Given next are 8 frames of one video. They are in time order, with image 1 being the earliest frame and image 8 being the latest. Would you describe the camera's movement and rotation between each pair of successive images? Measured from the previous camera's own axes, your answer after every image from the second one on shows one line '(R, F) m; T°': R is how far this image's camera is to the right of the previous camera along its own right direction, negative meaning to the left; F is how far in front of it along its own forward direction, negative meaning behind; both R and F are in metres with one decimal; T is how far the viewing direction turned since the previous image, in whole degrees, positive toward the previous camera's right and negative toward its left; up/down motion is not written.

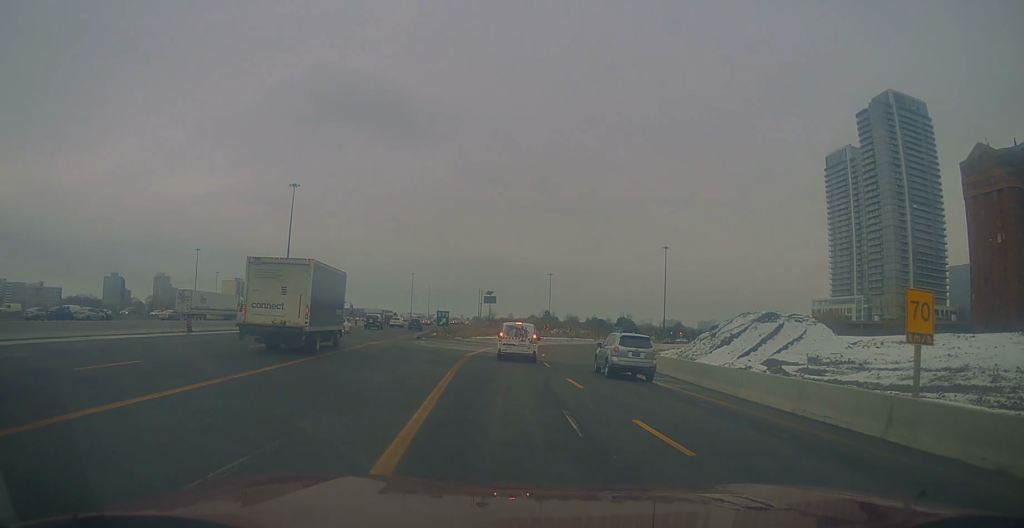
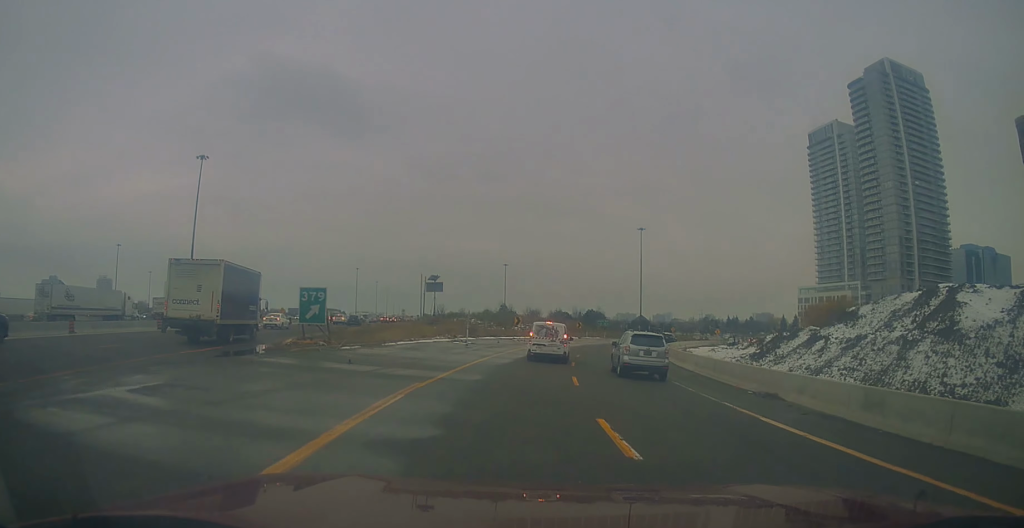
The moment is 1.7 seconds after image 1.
(+1.7, +30.6) m; +6°
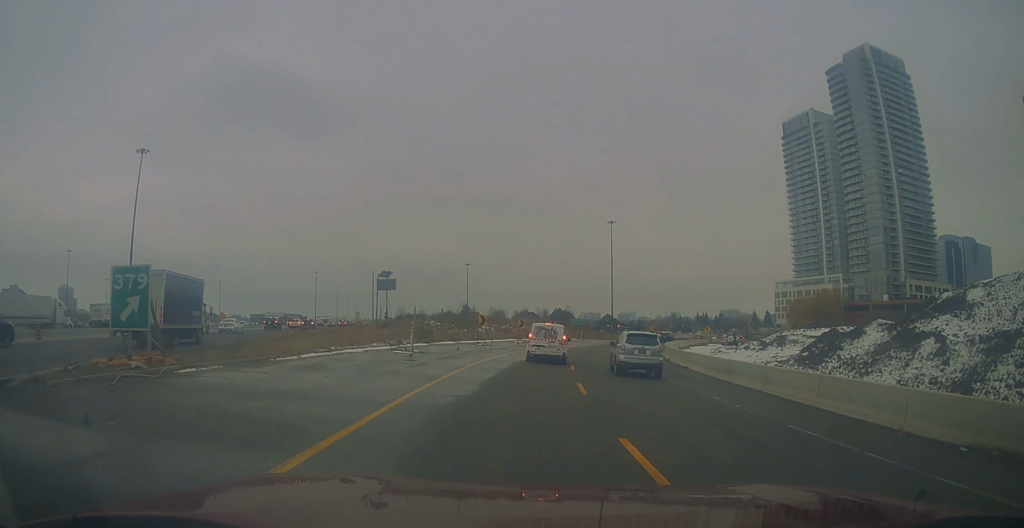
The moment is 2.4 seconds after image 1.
(+0.2, +11.6) m; +2°
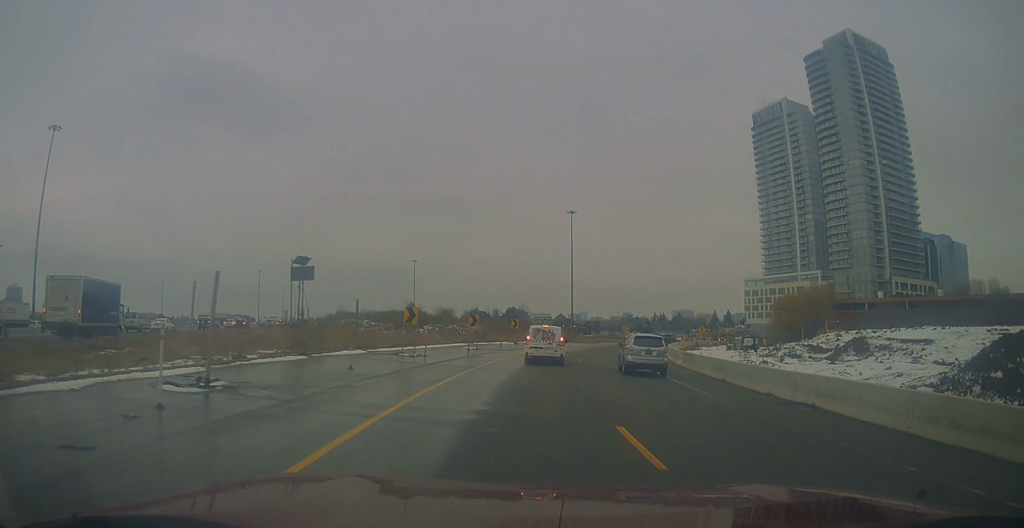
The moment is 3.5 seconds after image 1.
(+0.6, +17.3) m; +5°
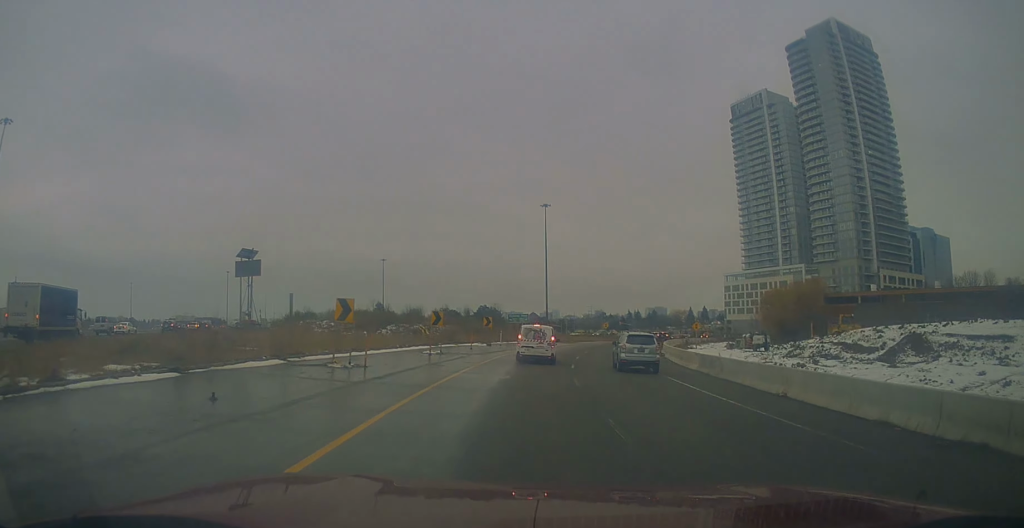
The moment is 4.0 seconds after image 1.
(+0.1, +7.6) m; +3°
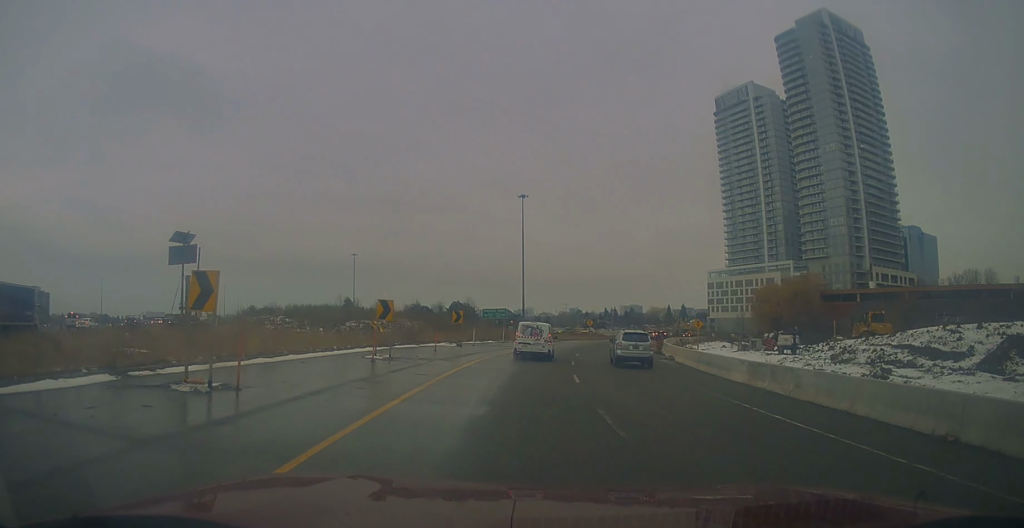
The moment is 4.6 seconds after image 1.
(+0.3, +8.5) m; +2°
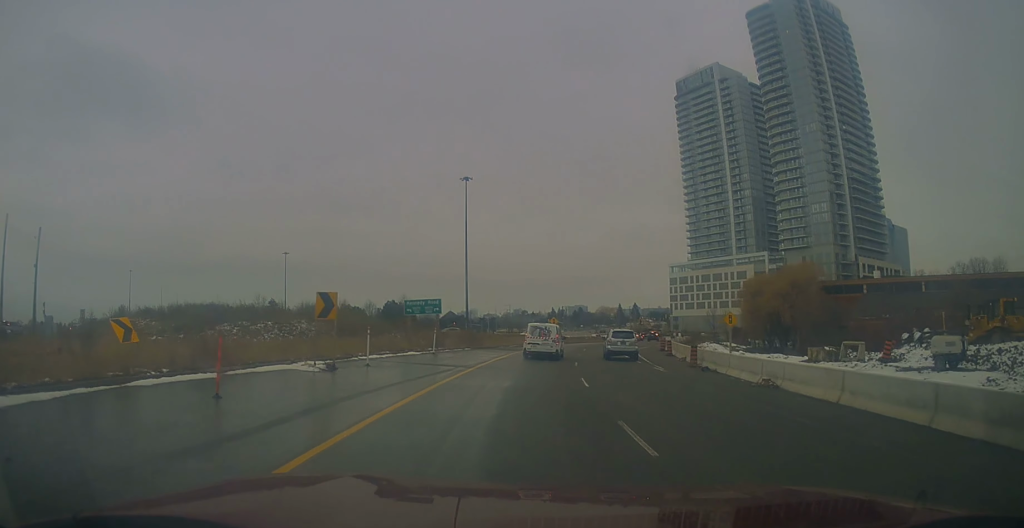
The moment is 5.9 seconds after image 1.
(+0.9, +20.0) m; +6°
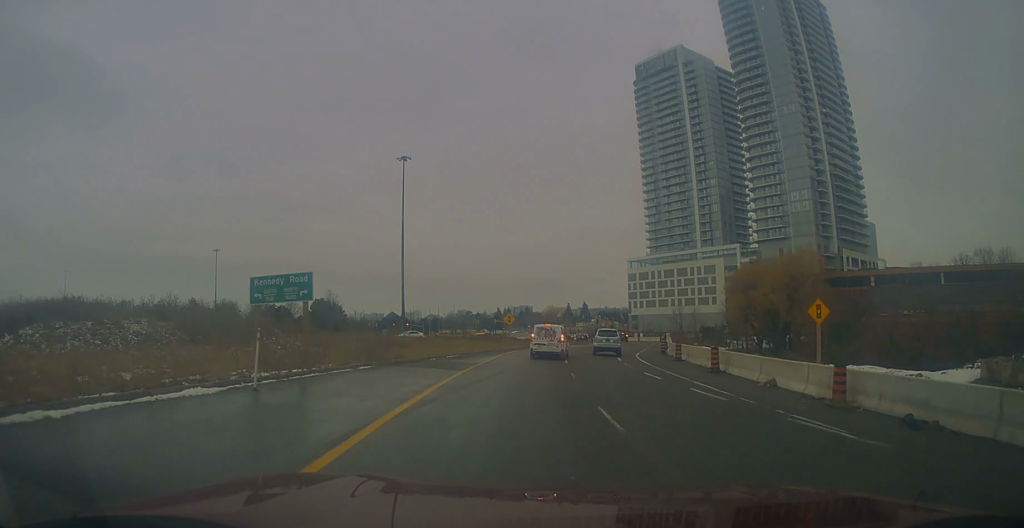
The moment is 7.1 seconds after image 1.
(+0.9, +16.9) m; +6°
